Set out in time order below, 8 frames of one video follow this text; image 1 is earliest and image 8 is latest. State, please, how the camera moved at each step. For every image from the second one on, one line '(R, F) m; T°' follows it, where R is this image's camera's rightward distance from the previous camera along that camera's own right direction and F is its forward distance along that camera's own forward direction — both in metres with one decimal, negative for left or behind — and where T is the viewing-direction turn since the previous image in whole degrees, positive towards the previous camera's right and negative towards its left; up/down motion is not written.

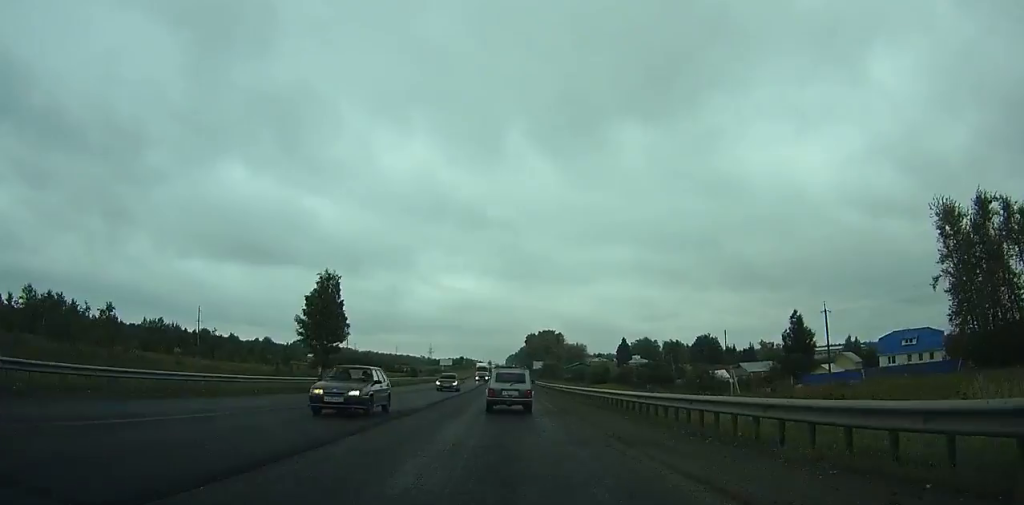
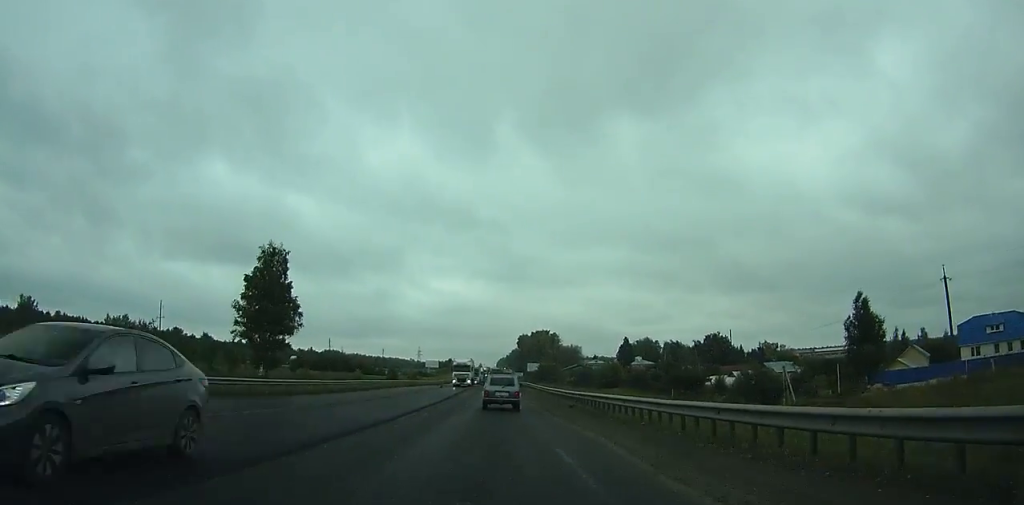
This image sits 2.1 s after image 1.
(+0.1, +22.3) m; +1°
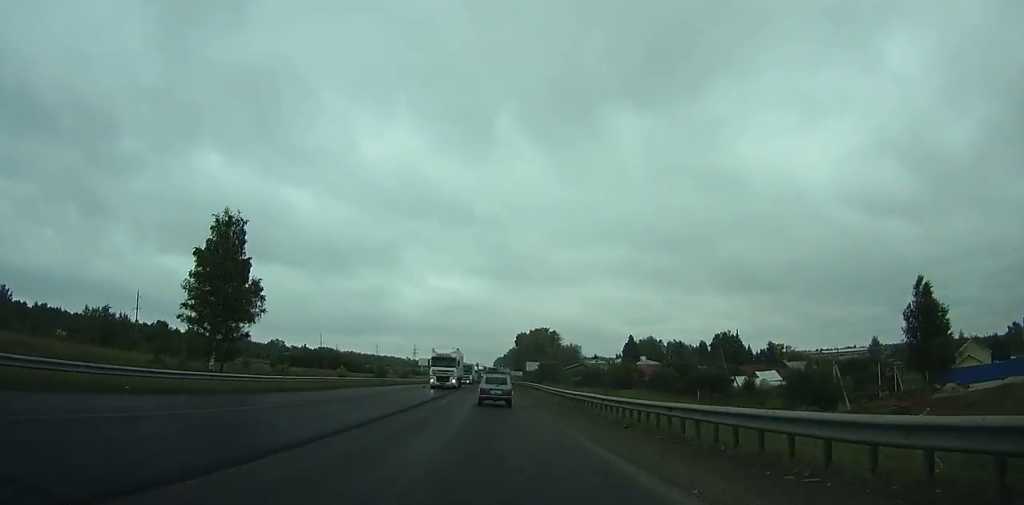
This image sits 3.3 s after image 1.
(+0.1, +13.5) m; 0°
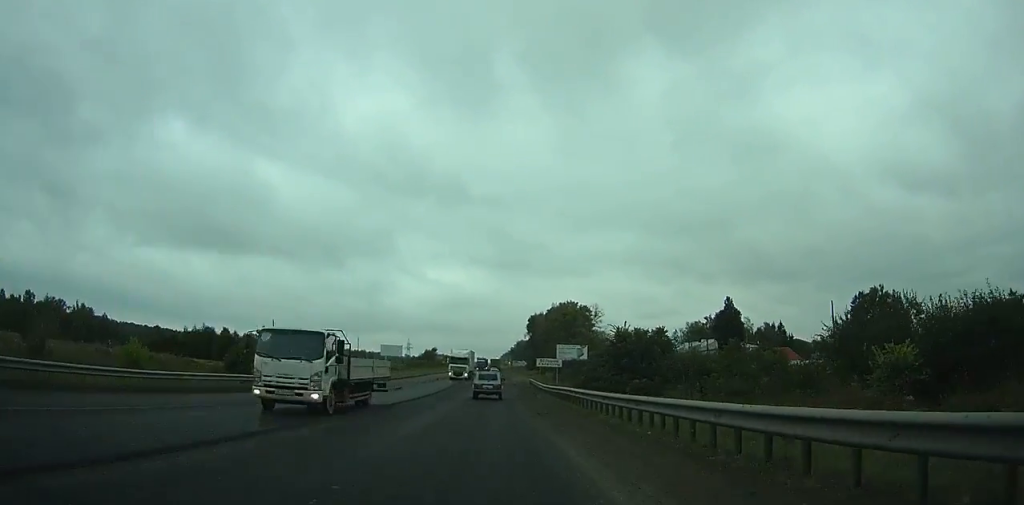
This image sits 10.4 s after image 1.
(0.0, +89.8) m; 0°
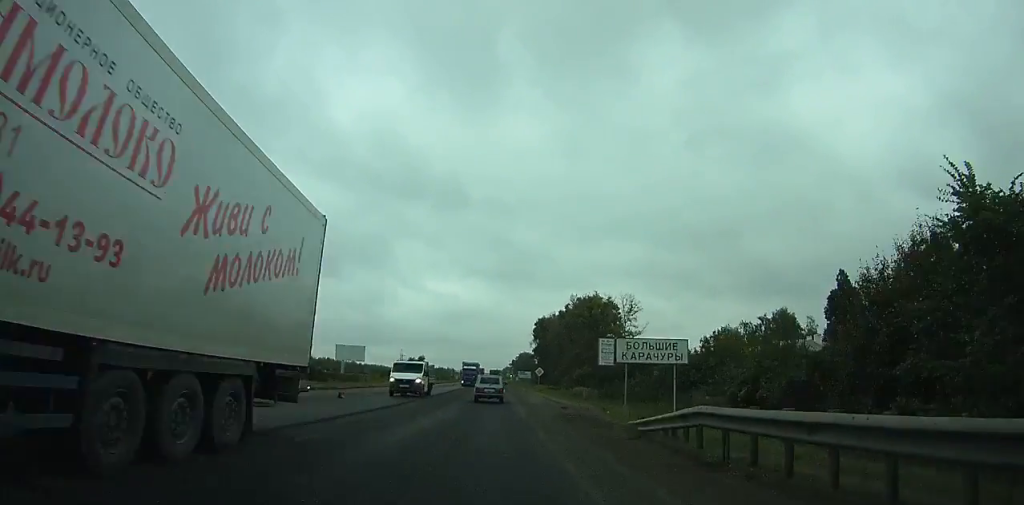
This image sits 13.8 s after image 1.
(0.0, +46.7) m; 0°
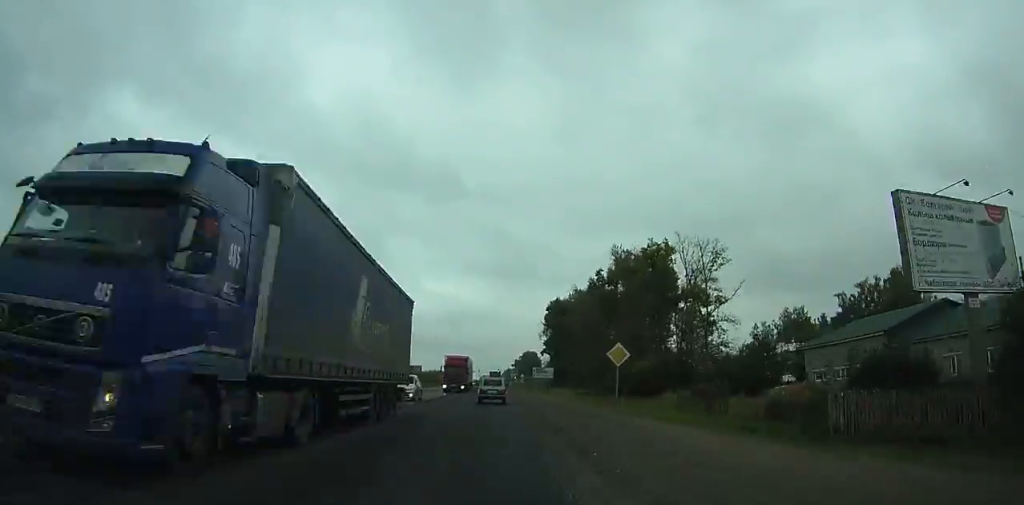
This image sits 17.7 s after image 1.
(-0.2, +54.8) m; 0°
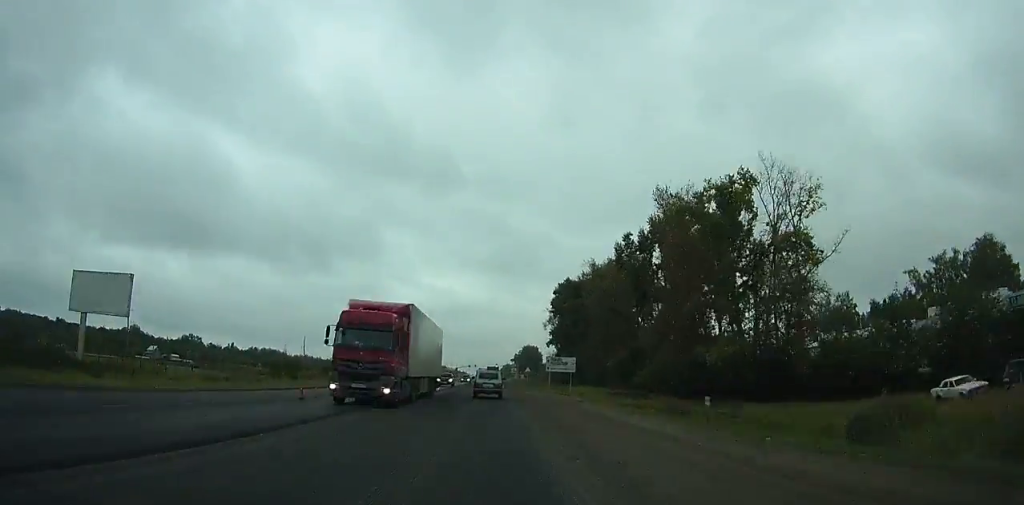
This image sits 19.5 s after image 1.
(0.0, +25.6) m; 0°
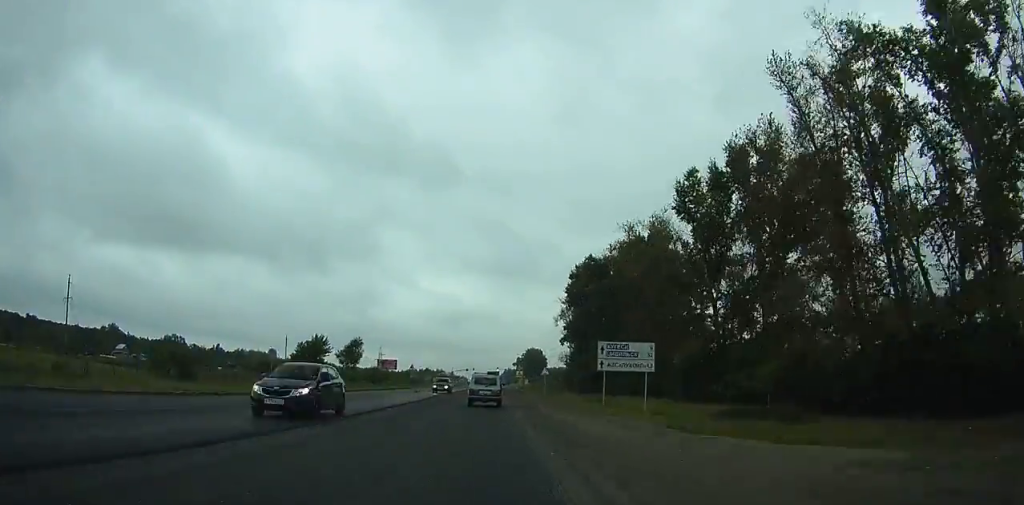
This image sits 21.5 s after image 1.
(0.0, +28.5) m; 0°
